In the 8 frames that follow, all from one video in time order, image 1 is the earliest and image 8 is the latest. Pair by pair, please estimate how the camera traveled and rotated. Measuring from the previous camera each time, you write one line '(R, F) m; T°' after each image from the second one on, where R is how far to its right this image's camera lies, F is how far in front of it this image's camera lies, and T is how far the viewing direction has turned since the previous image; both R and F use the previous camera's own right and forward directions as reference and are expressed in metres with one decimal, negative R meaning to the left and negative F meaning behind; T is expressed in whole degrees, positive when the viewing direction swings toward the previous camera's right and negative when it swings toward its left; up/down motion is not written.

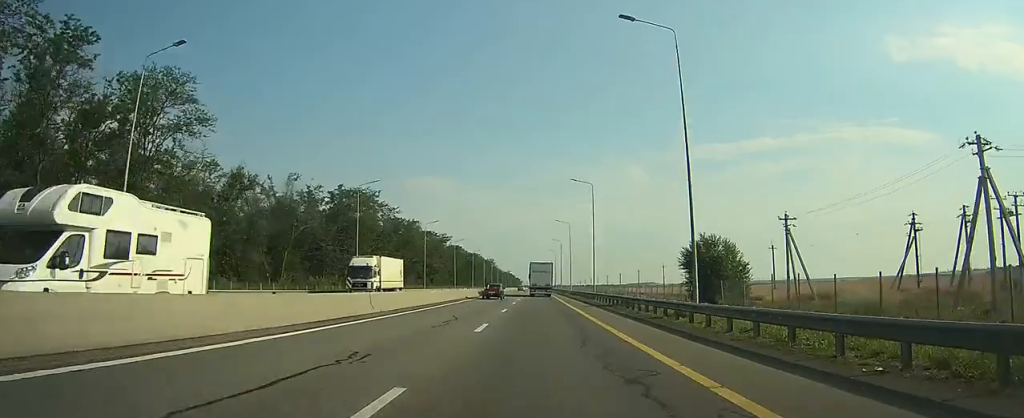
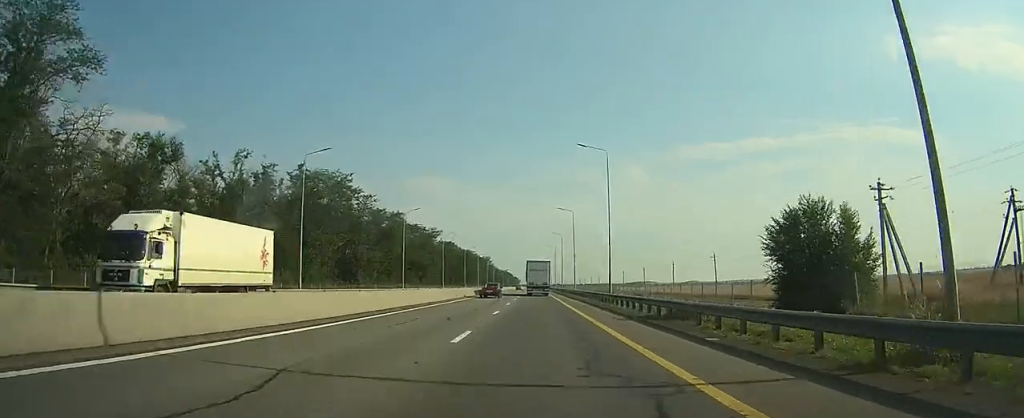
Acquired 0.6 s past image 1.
(0.0, +15.7) m; 0°
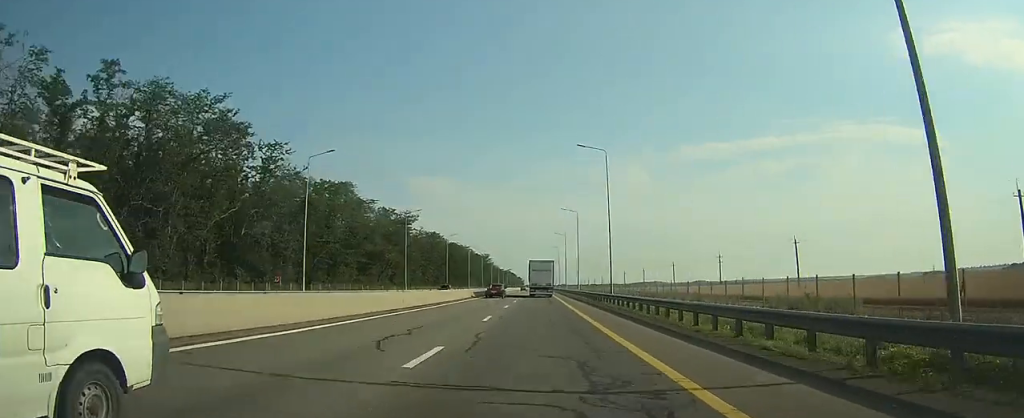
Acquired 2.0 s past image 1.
(+0.2, +40.5) m; +1°
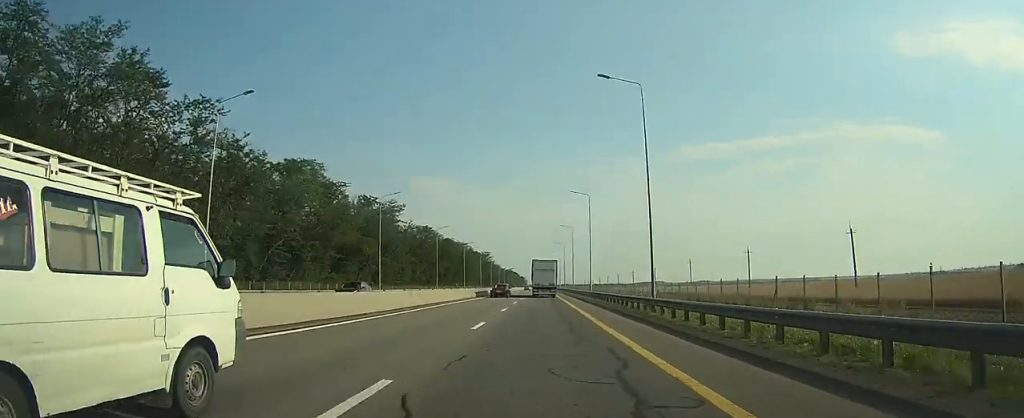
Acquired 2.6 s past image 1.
(+0.1, +16.5) m; 0°
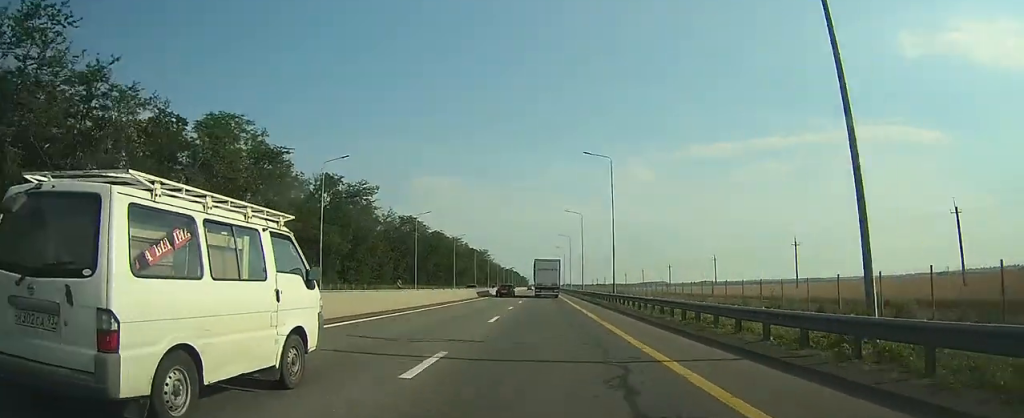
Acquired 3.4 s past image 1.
(0.0, +21.0) m; 0°
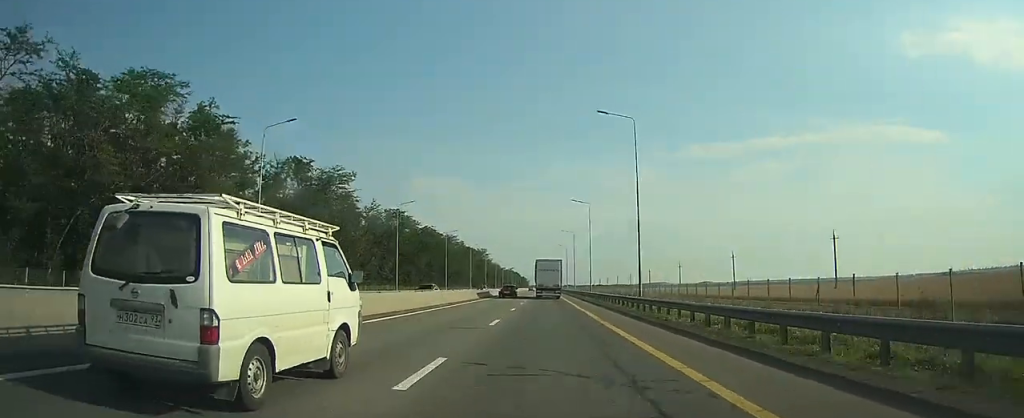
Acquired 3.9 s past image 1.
(0.0, +12.7) m; 0°
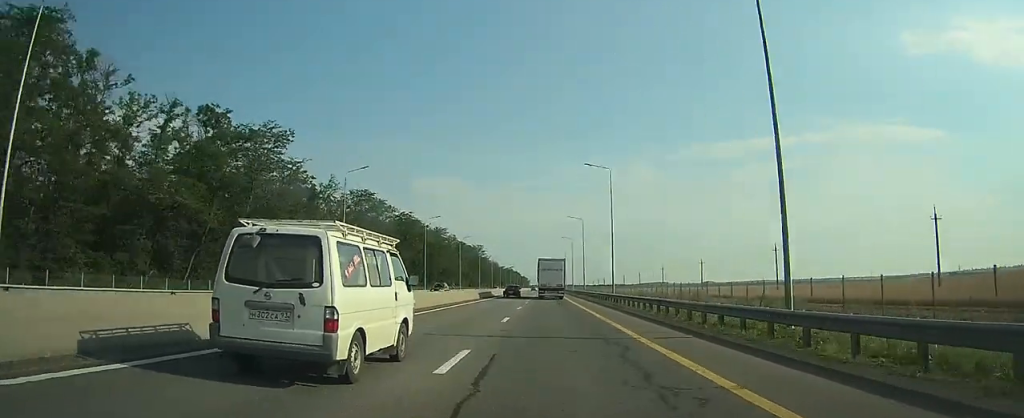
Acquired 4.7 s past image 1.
(-0.1, +22.7) m; -1°
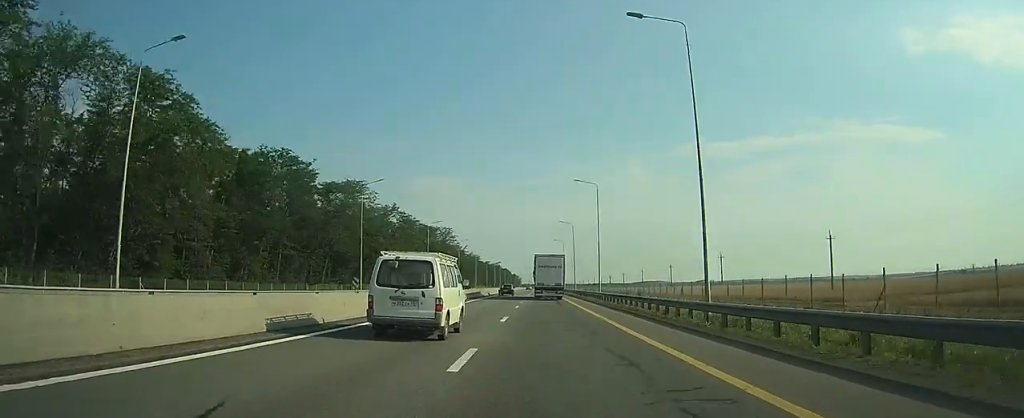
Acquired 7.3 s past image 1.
(-0.3, +71.8) m; 0°
